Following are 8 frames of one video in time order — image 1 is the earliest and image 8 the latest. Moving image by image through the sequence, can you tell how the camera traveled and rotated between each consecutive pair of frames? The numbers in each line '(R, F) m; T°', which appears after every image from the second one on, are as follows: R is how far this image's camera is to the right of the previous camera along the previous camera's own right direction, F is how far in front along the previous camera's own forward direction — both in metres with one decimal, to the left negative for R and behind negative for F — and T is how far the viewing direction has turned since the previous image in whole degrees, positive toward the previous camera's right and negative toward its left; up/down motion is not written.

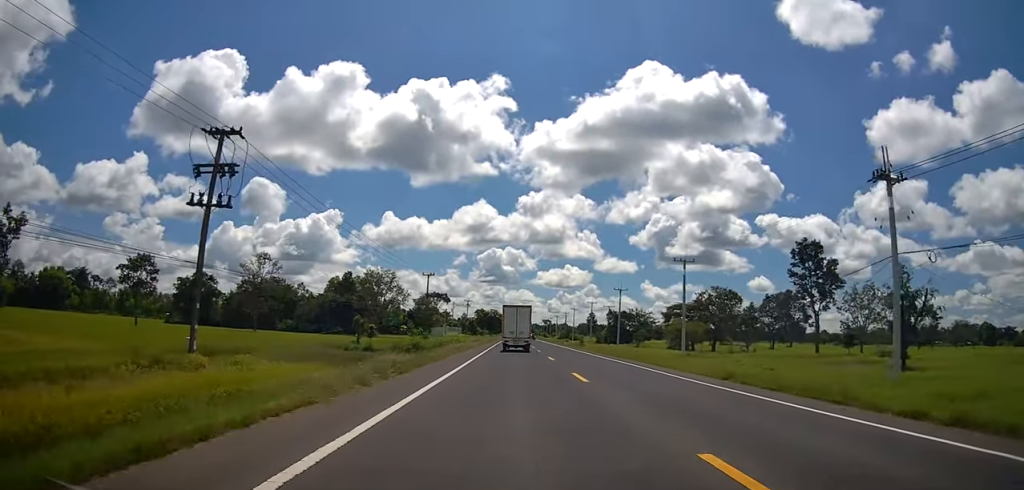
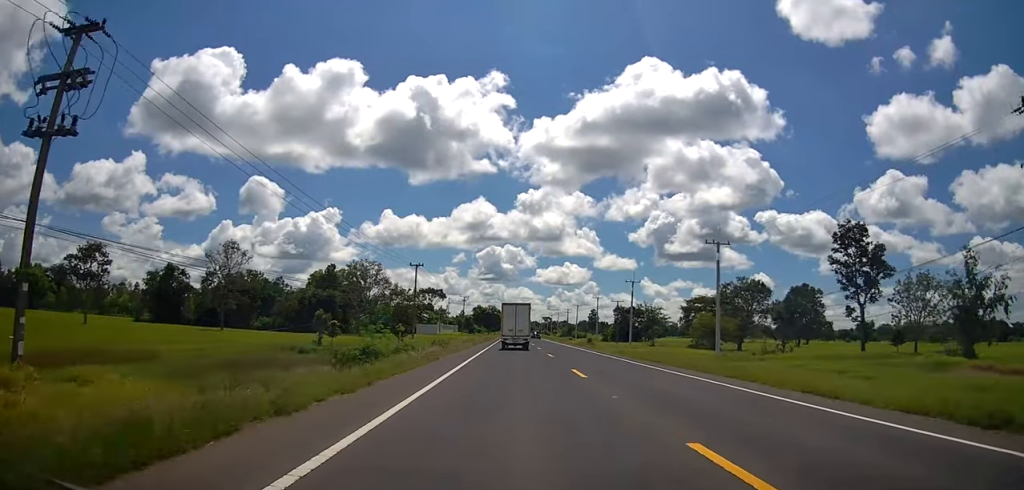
(-0.5, +11.5) m; 0°
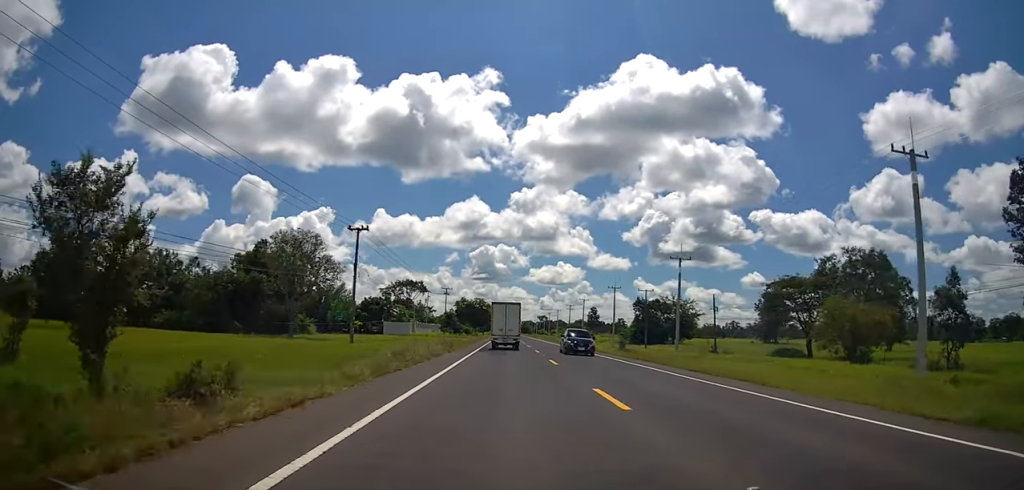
(+1.2, +30.3) m; +3°
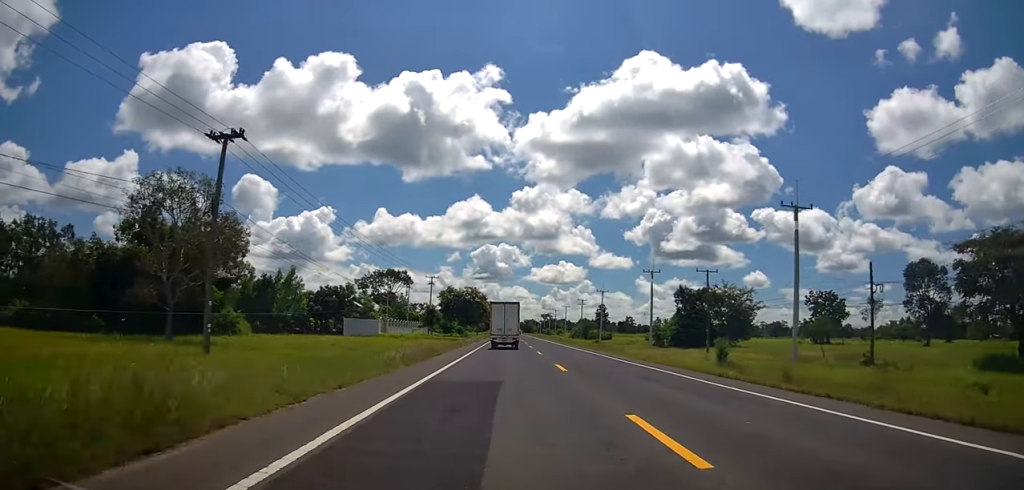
(0.0, +27.9) m; 0°
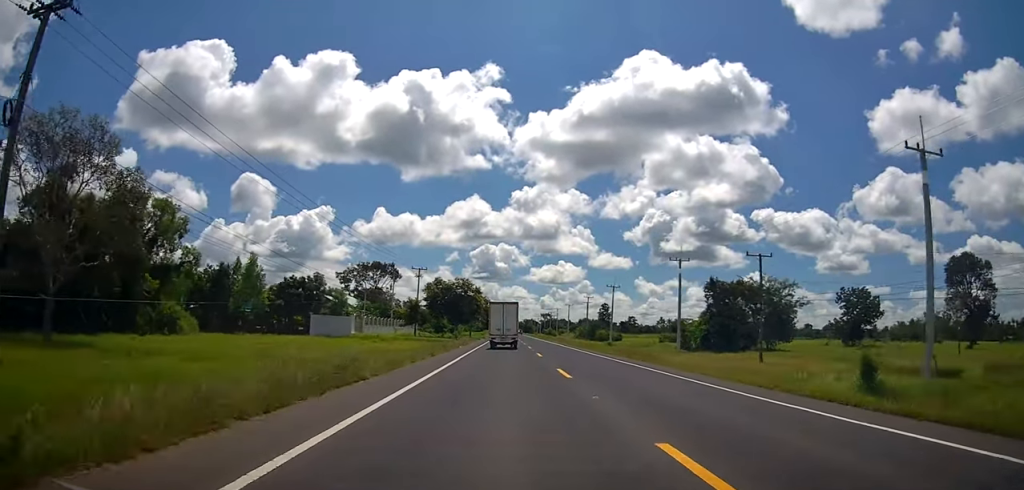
(0.0, +14.1) m; 0°
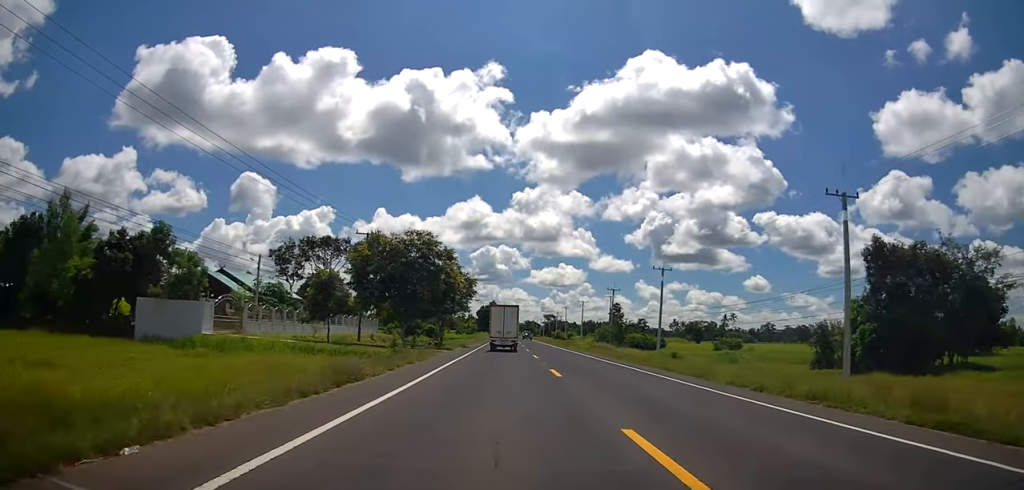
(+0.1, +35.3) m; -2°
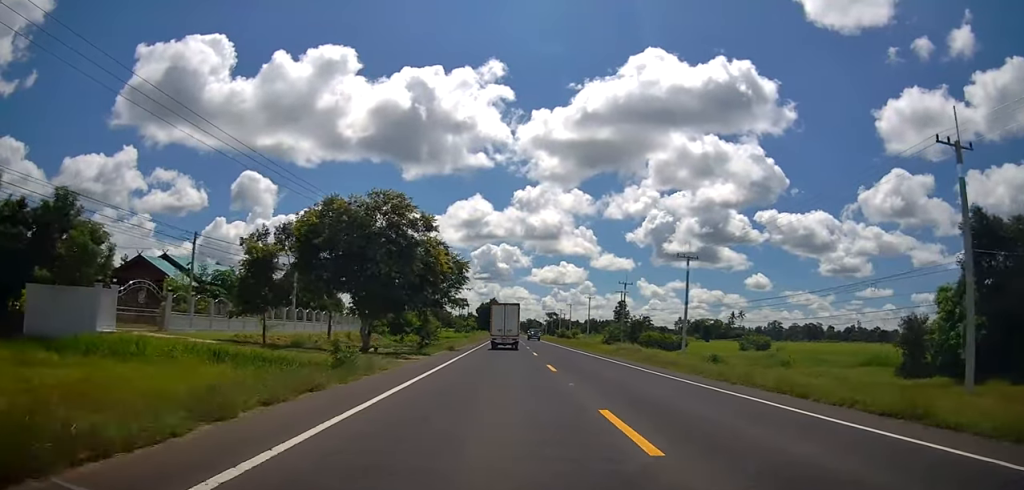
(-0.4, +10.4) m; 0°
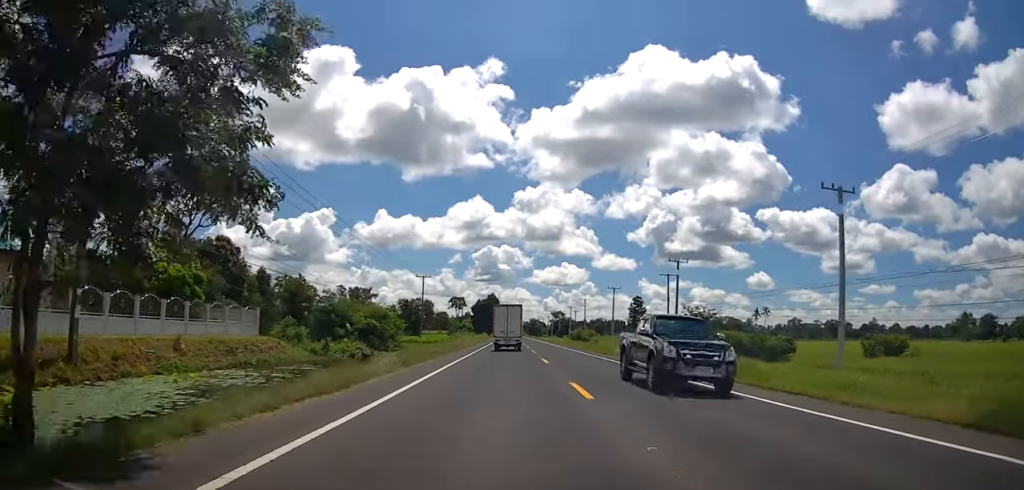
(+0.4, +31.2) m; +2°
